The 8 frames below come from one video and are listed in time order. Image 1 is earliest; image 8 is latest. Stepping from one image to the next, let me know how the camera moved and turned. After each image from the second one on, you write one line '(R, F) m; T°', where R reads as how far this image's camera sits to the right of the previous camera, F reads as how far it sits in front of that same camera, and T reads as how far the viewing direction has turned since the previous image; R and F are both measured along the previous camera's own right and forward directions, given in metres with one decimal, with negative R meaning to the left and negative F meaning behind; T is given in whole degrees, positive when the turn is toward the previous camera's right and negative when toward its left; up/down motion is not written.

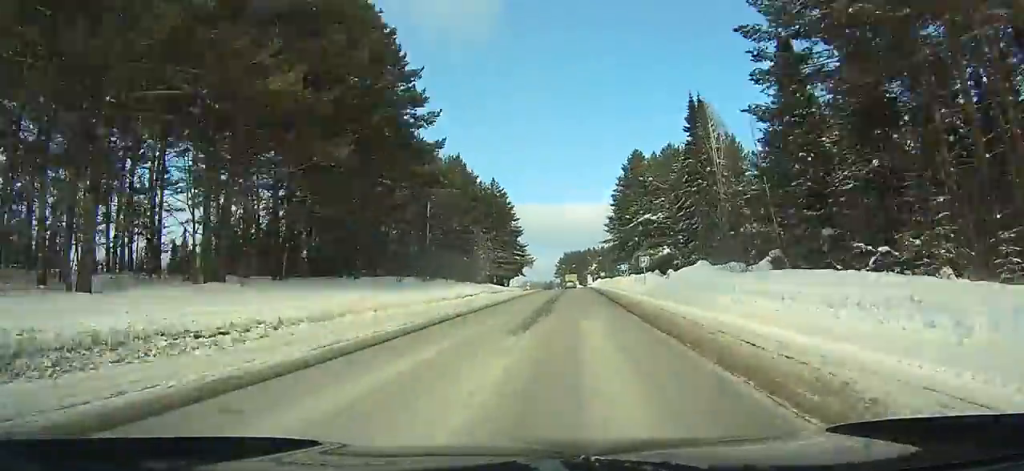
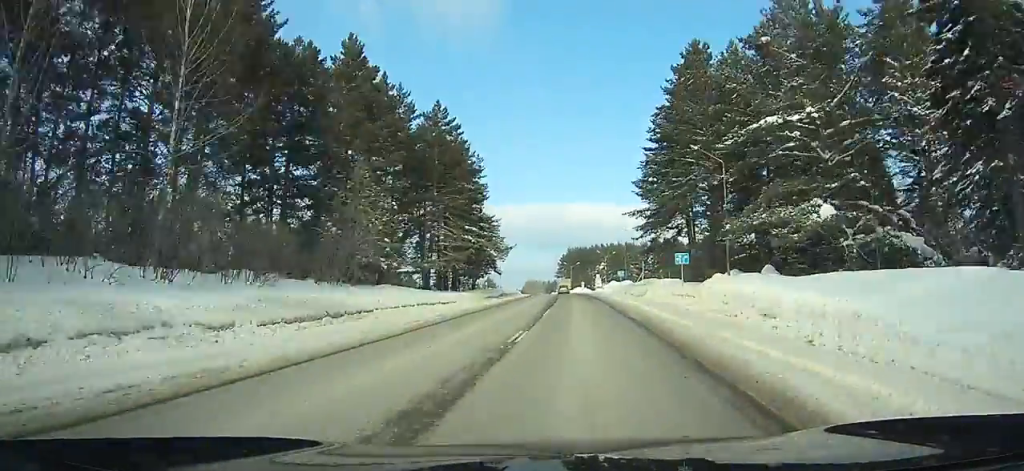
(+0.1, +44.1) m; 0°
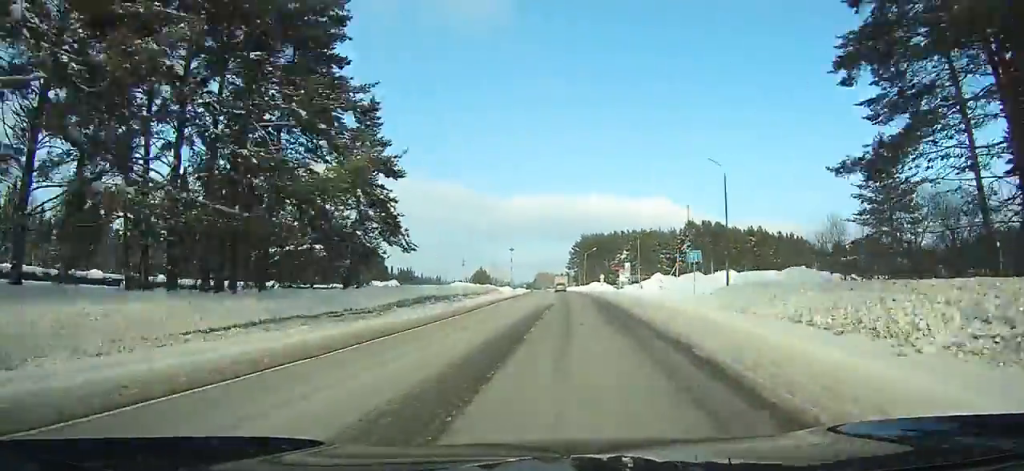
(-0.3, +48.5) m; -1°
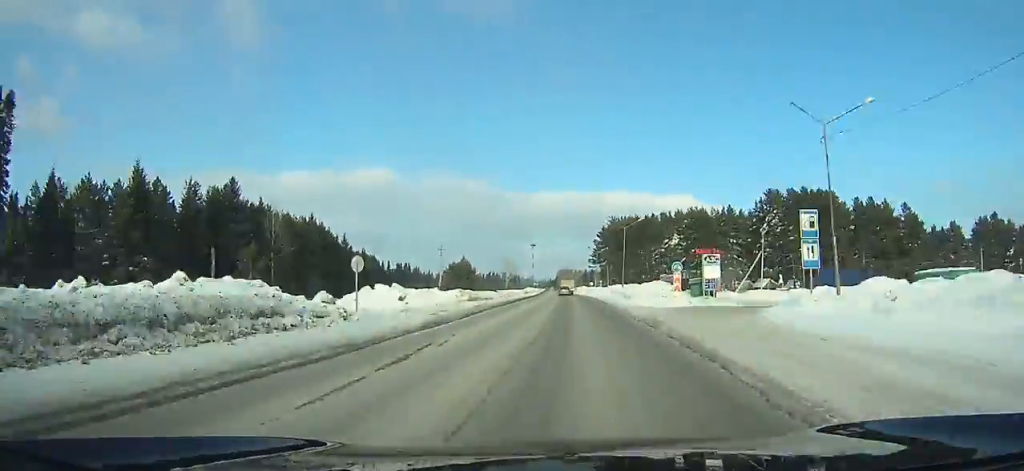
(-0.5, +61.4) m; -1°
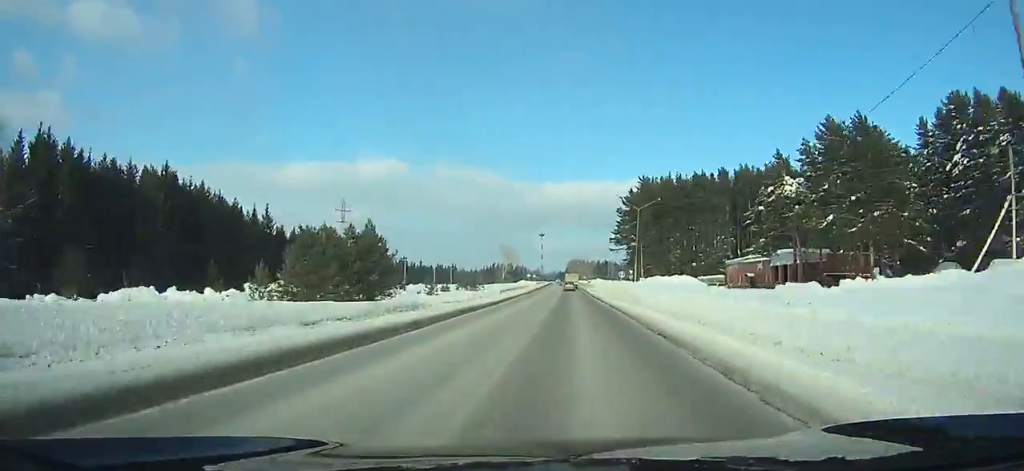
(-1.1, +64.8) m; -2°
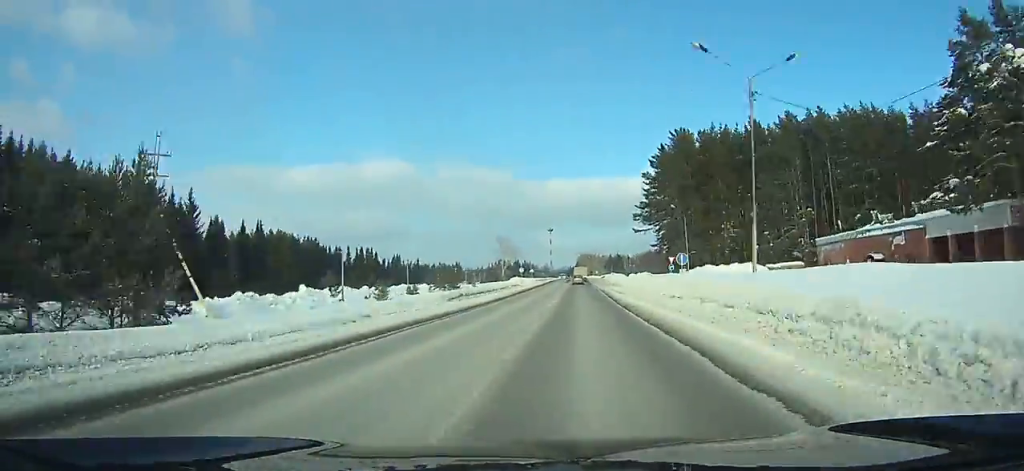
(-0.3, +36.8) m; -1°
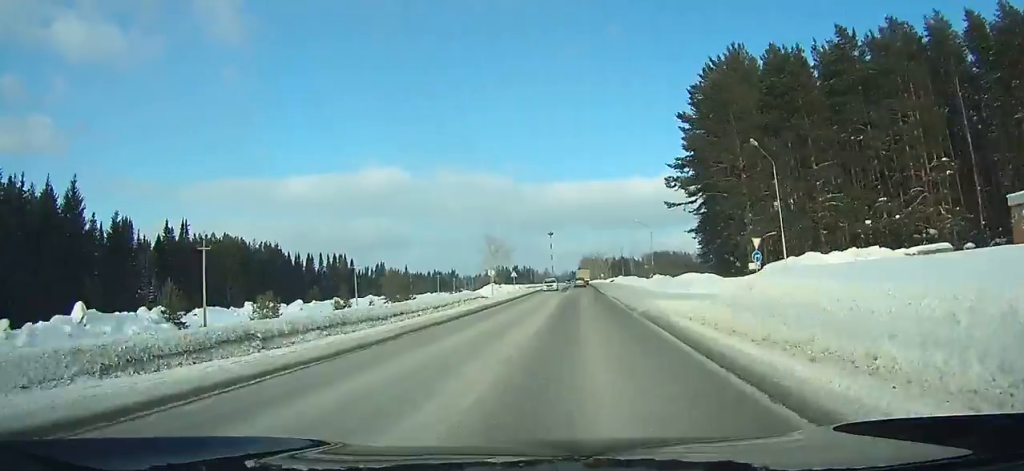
(-0.1, +33.0) m; 0°
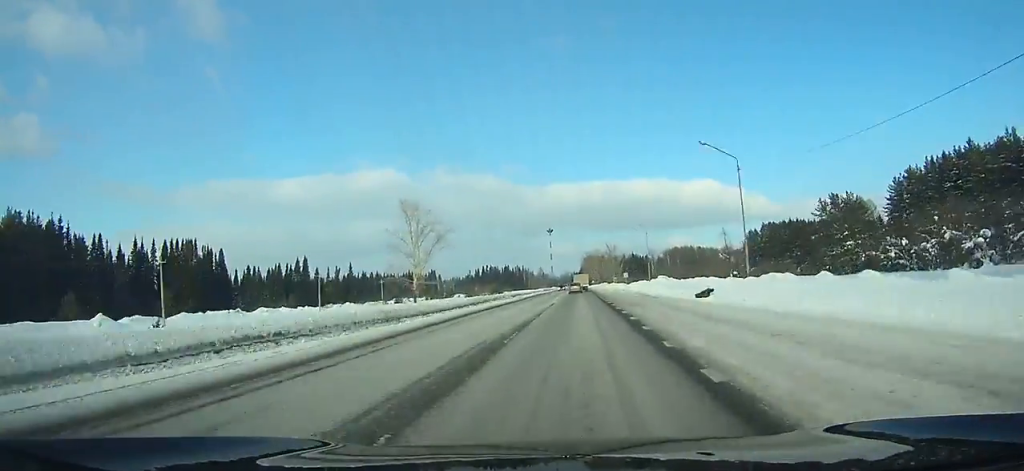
(-0.3, +97.3) m; 0°
